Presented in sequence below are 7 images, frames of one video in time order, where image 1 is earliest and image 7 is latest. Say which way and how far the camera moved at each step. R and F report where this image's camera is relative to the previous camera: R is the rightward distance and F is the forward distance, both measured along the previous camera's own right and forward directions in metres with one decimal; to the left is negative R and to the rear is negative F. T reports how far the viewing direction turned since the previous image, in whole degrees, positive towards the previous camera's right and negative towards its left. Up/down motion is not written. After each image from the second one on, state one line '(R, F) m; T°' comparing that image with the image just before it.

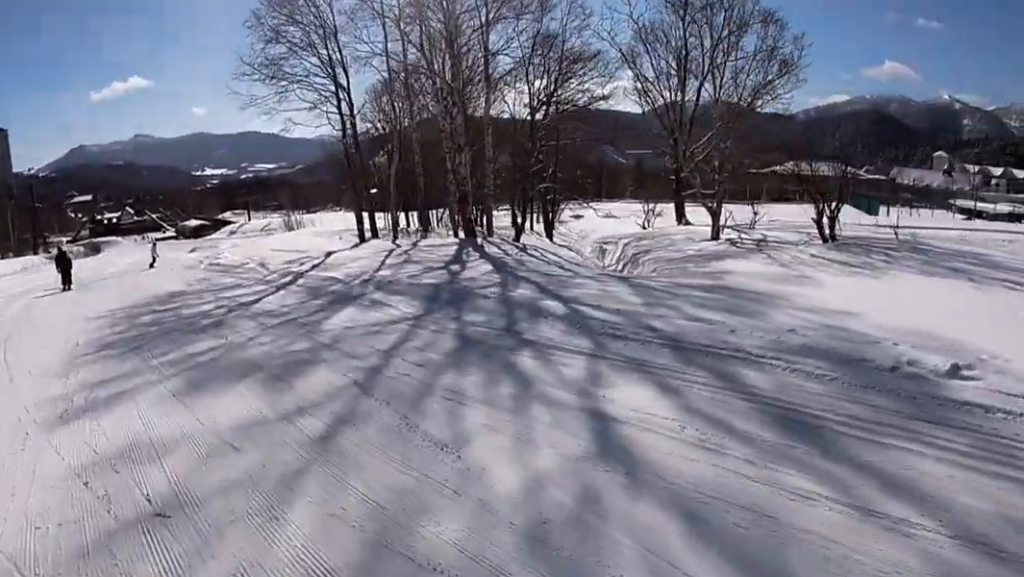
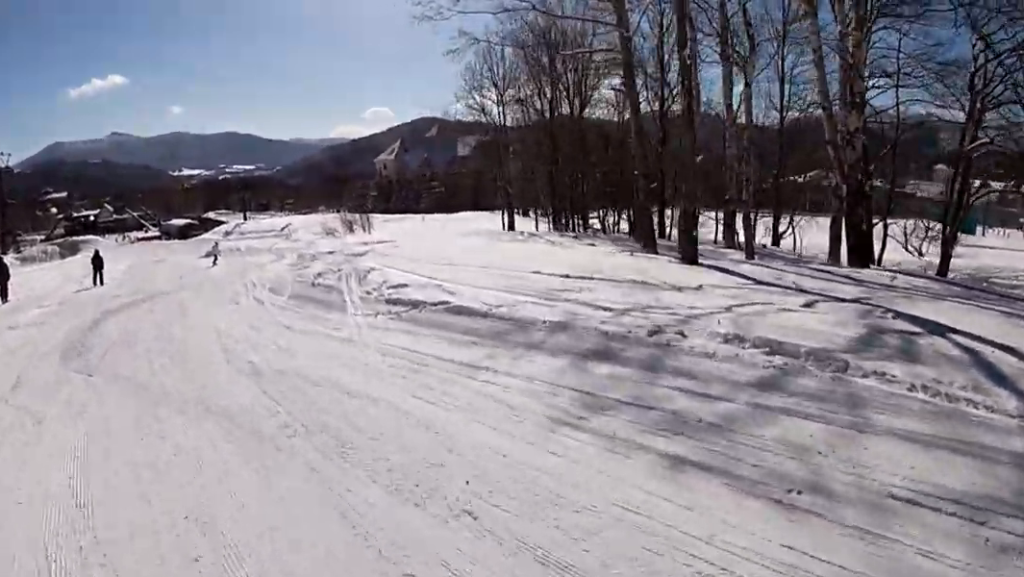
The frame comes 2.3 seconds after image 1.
(+0.6, +18.0) m; +10°
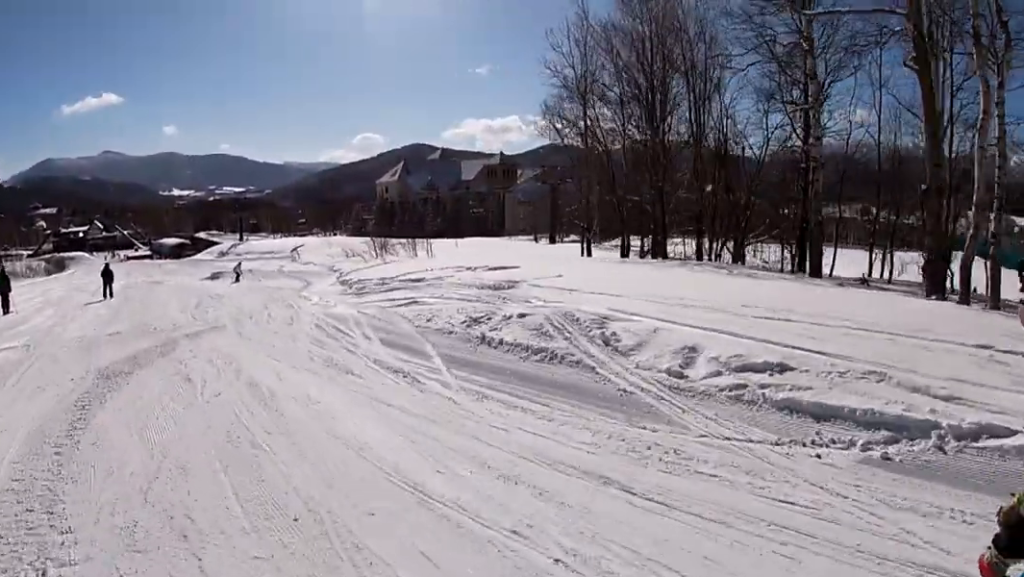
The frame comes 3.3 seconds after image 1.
(+1.1, +8.3) m; +1°
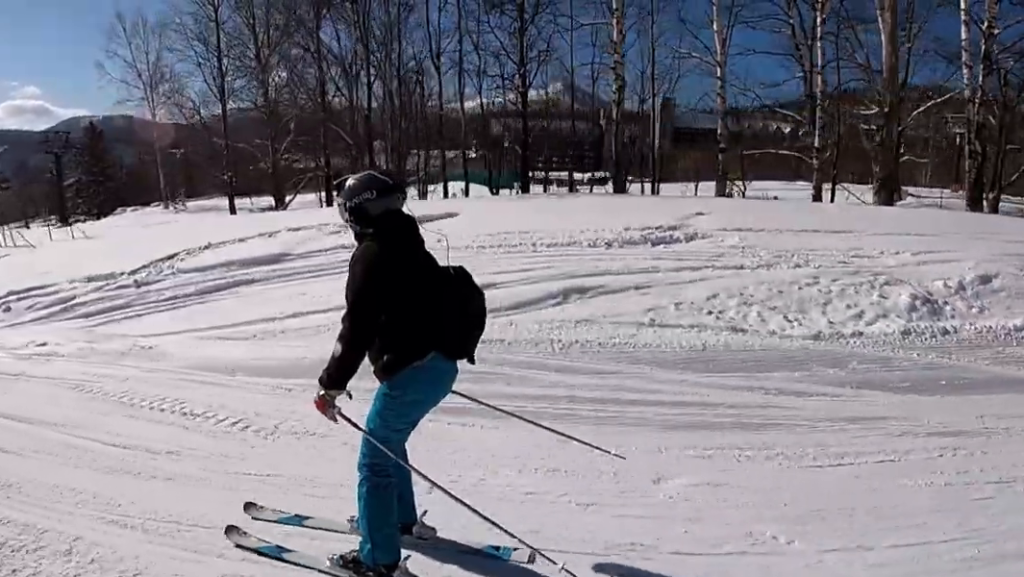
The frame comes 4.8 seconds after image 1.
(-0.5, +12.3) m; +6°
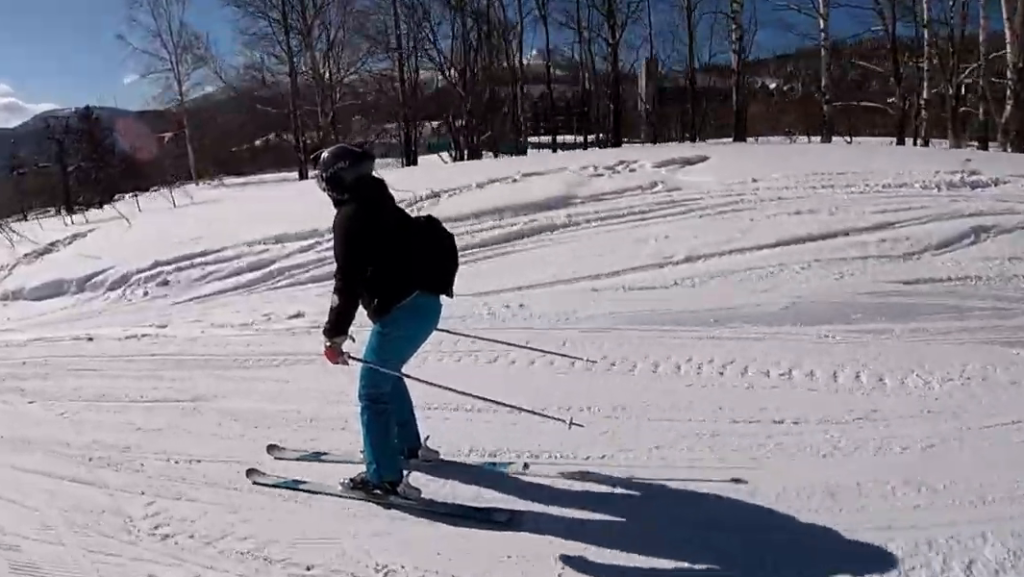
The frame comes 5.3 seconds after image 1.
(+0.2, +4.3) m; +7°
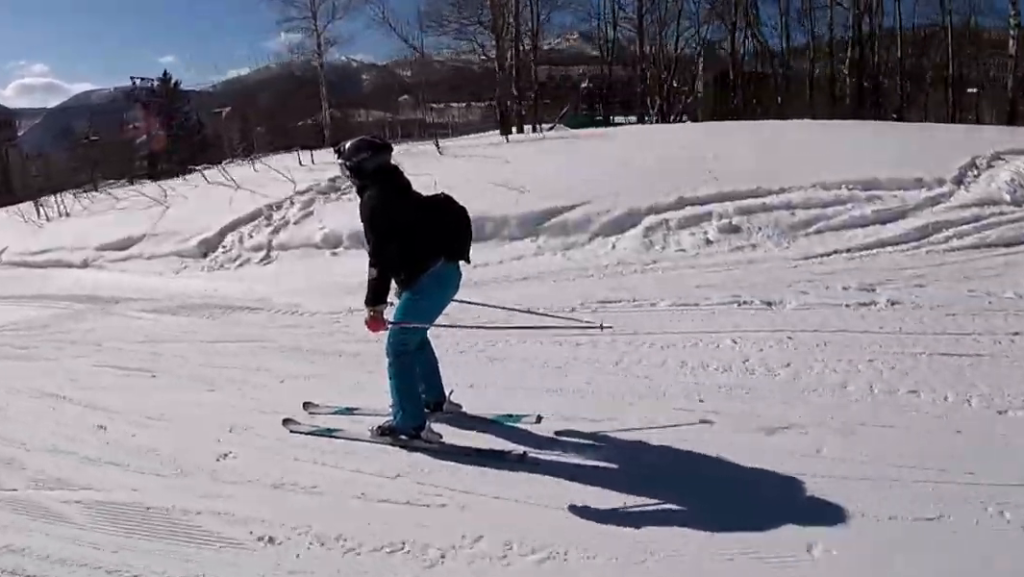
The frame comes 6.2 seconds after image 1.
(+0.7, +7.2) m; -7°
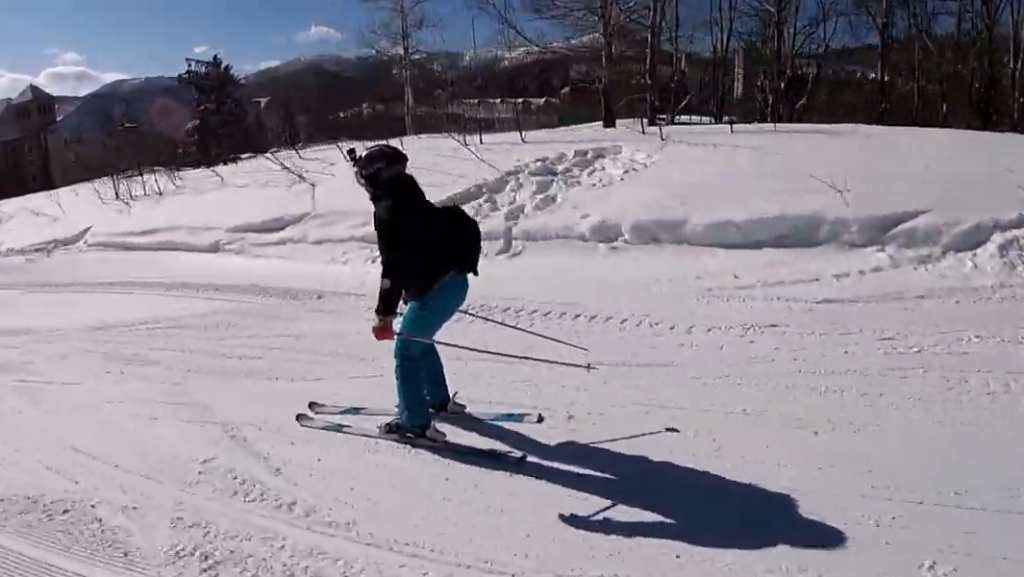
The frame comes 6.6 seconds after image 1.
(-0.3, +3.3) m; -3°
